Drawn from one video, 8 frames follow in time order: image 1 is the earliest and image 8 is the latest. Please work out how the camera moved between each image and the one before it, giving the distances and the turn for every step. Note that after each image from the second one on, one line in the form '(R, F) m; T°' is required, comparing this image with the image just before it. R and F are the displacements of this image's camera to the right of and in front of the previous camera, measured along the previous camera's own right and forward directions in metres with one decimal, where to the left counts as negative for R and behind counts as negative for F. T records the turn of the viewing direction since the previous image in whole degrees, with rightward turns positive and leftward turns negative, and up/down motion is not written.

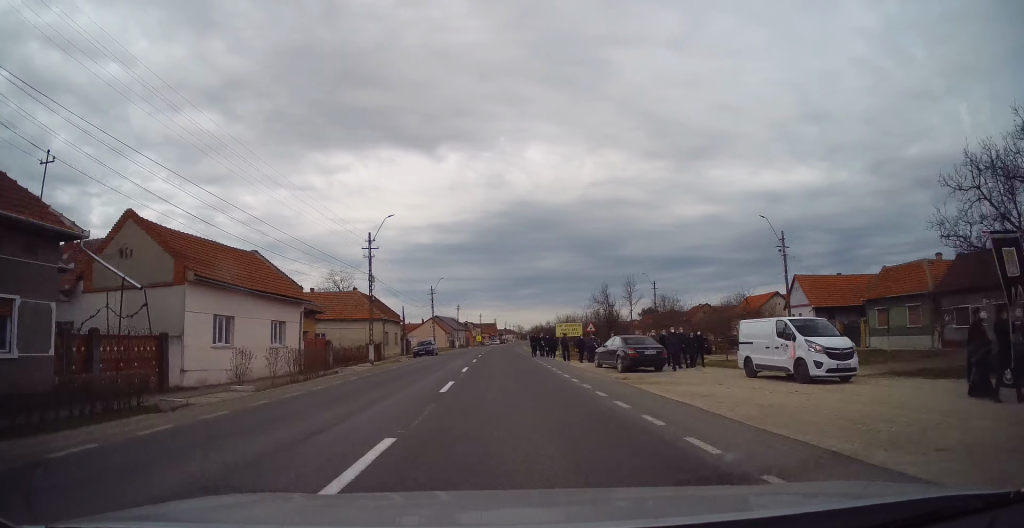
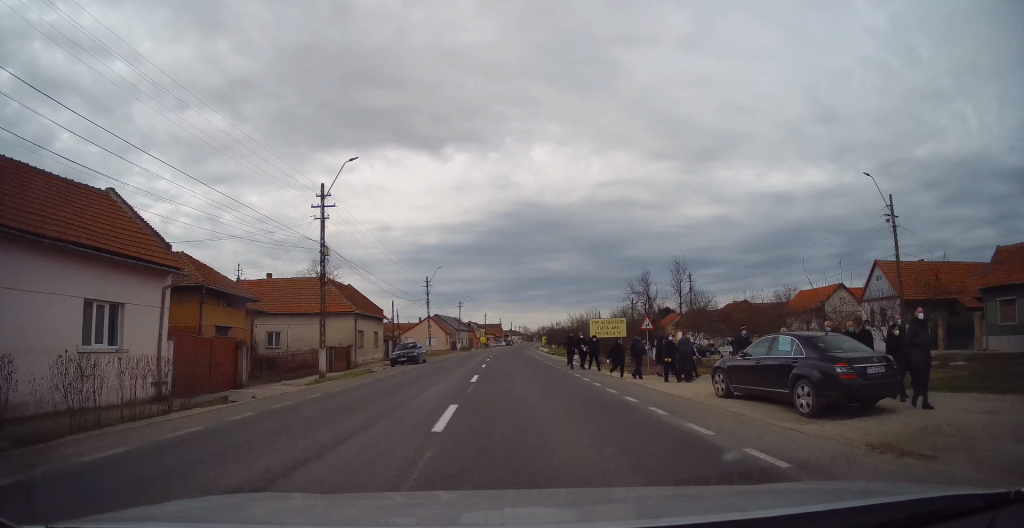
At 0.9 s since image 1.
(-0.4, +12.9) m; 0°
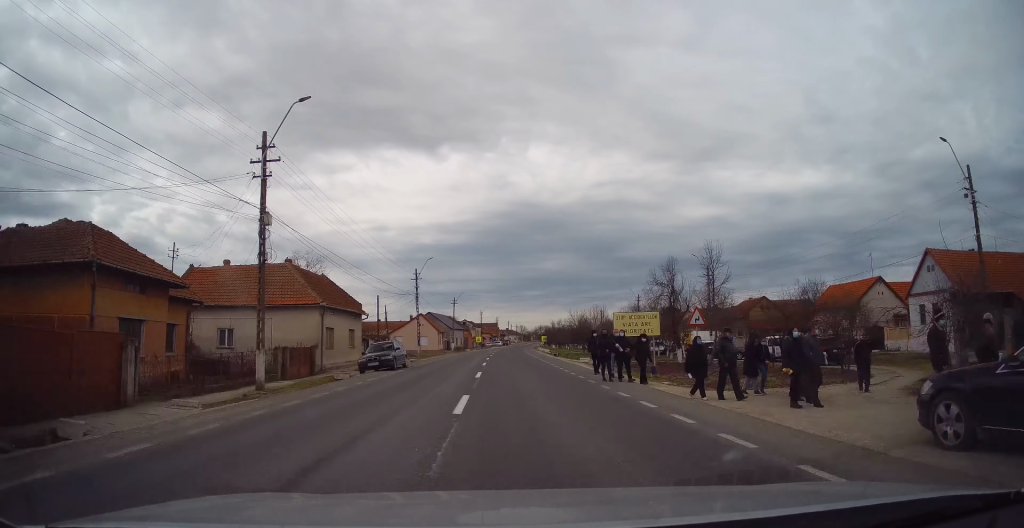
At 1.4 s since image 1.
(-0.2, +7.1) m; +1°
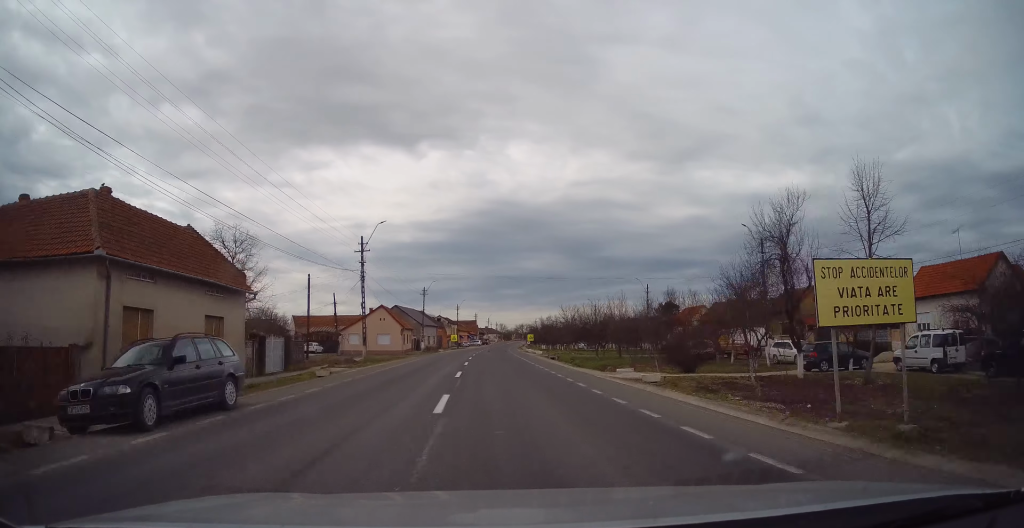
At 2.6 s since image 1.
(+0.8, +17.4) m; +1°
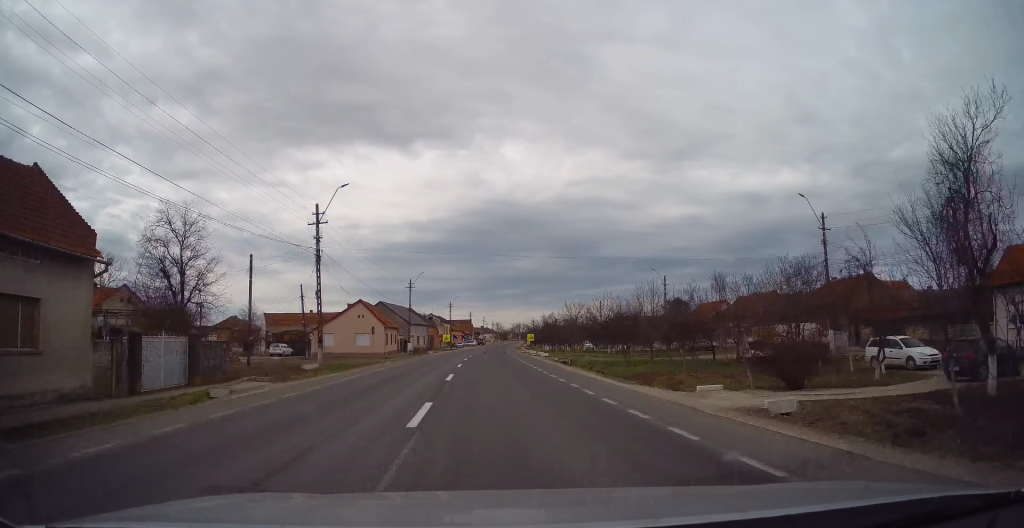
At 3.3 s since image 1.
(-0.4, +9.9) m; 0°
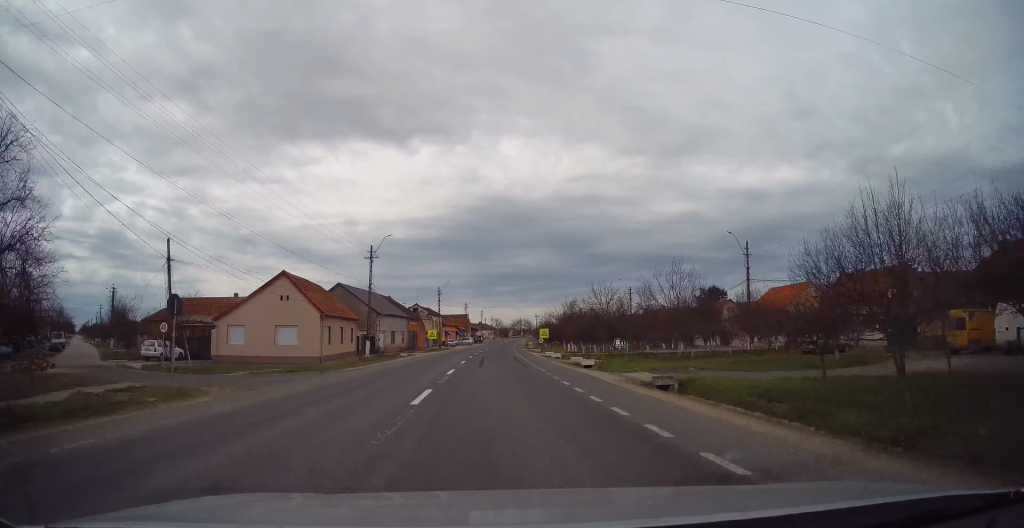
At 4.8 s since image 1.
(+0.7, +24.2) m; +2°
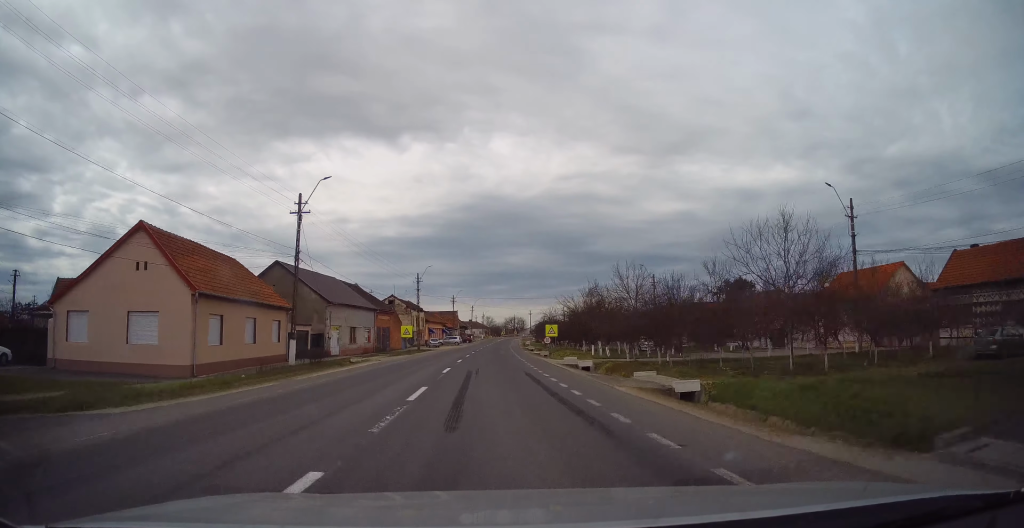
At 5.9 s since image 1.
(+0.1, +17.2) m; 0°
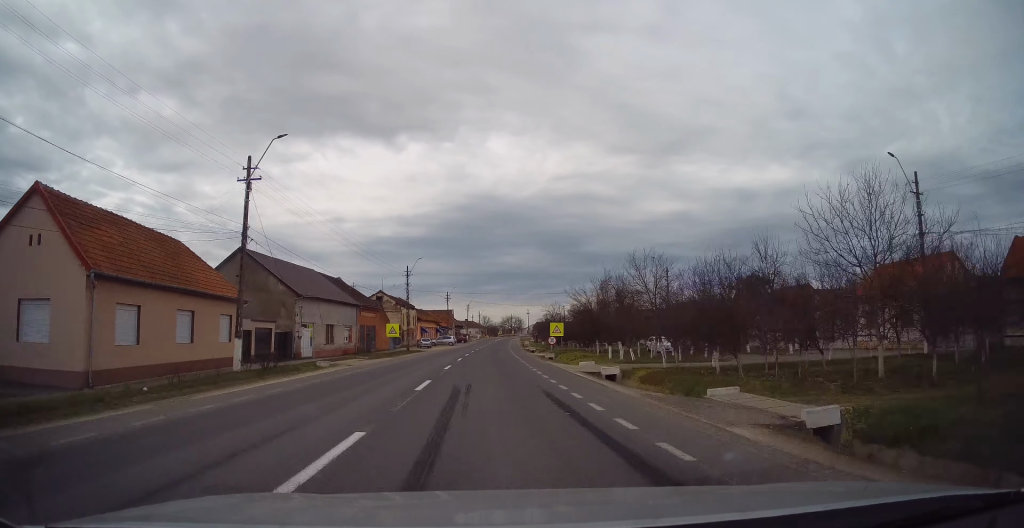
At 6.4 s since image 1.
(0.0, +6.8) m; 0°
